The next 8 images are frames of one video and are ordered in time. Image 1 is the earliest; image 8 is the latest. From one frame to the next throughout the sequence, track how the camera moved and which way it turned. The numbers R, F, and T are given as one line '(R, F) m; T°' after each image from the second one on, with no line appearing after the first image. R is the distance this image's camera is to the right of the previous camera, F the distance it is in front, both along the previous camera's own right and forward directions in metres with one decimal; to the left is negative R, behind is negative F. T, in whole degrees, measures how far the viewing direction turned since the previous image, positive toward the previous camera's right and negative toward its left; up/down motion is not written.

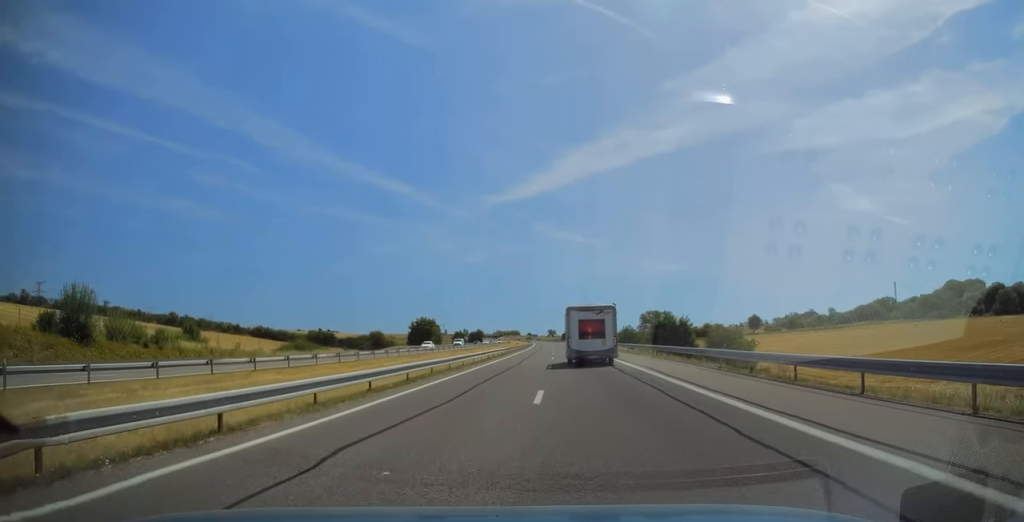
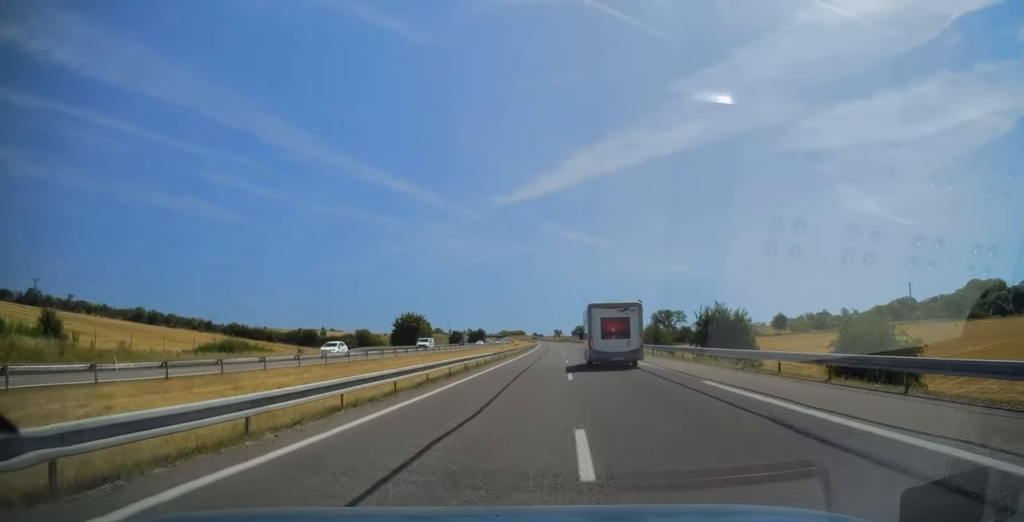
(-0.1, +20.7) m; -1°
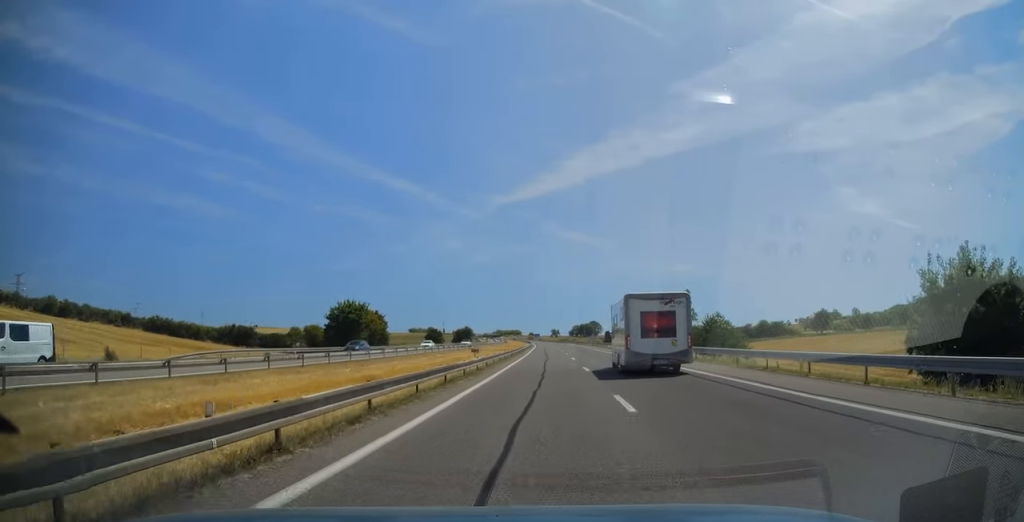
(-0.2, +36.8) m; 0°
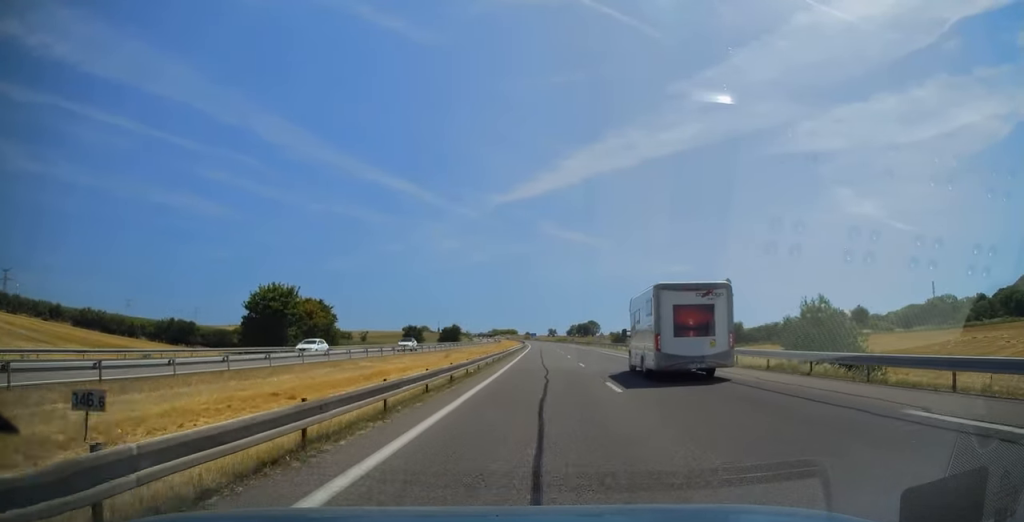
(+0.4, +23.8) m; 0°
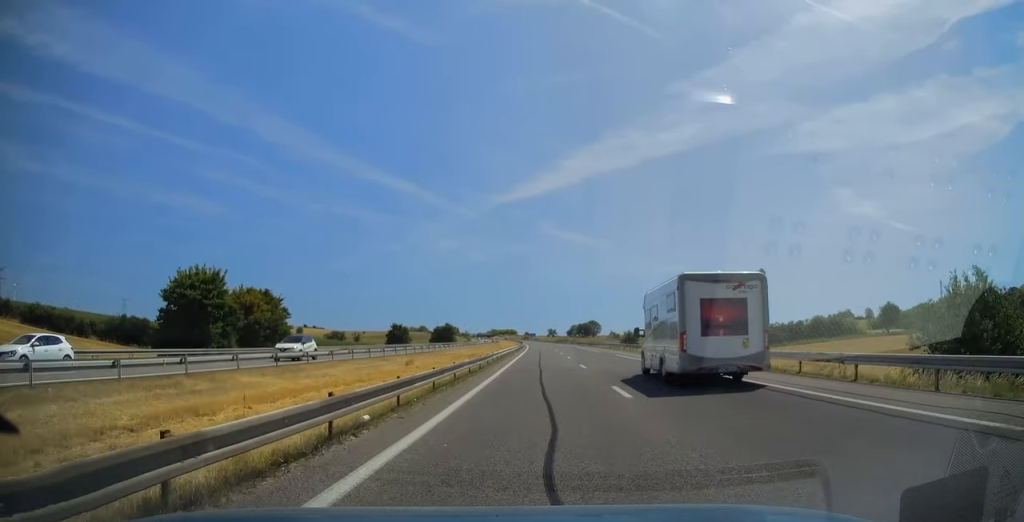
(-0.2, +15.3) m; 0°
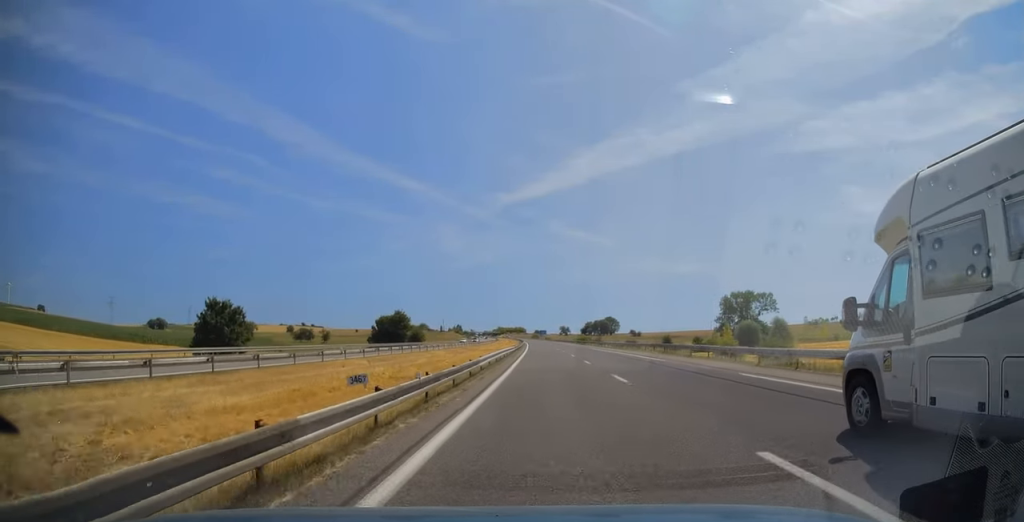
(+0.1, +79.0) m; 0°
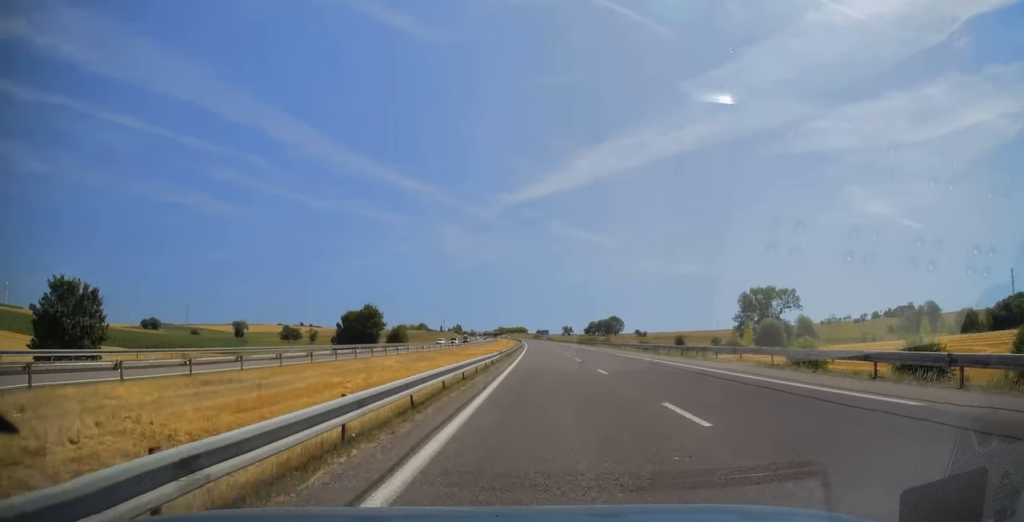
(-0.3, +21.5) m; -1°
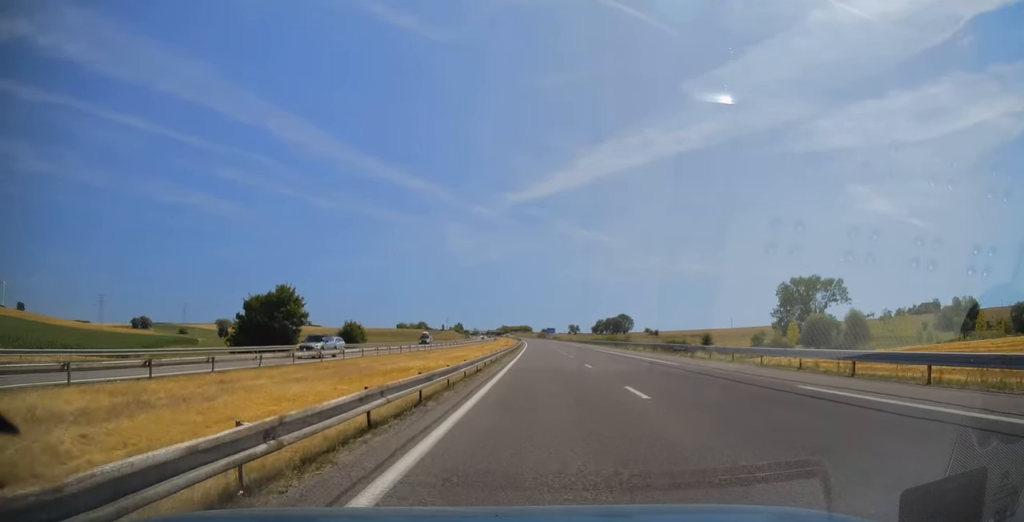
(-0.5, +34.5) m; 0°
